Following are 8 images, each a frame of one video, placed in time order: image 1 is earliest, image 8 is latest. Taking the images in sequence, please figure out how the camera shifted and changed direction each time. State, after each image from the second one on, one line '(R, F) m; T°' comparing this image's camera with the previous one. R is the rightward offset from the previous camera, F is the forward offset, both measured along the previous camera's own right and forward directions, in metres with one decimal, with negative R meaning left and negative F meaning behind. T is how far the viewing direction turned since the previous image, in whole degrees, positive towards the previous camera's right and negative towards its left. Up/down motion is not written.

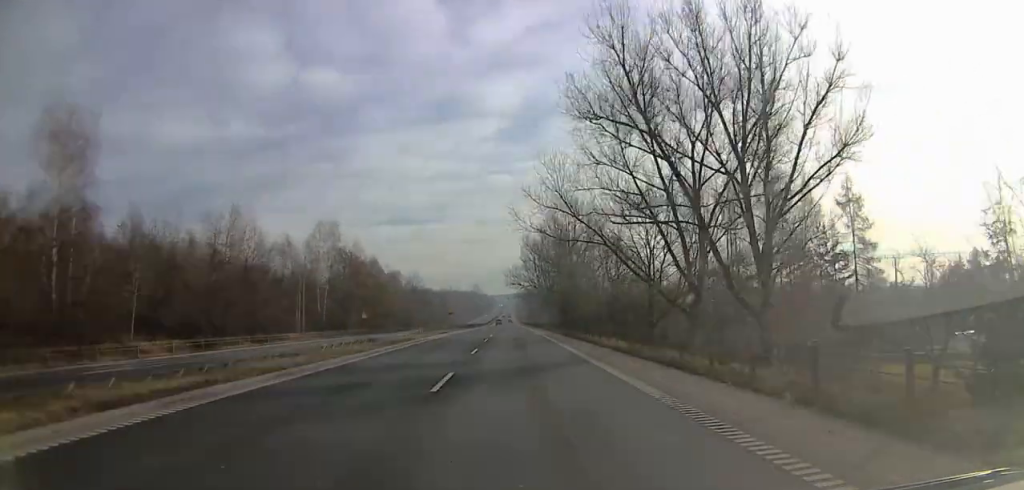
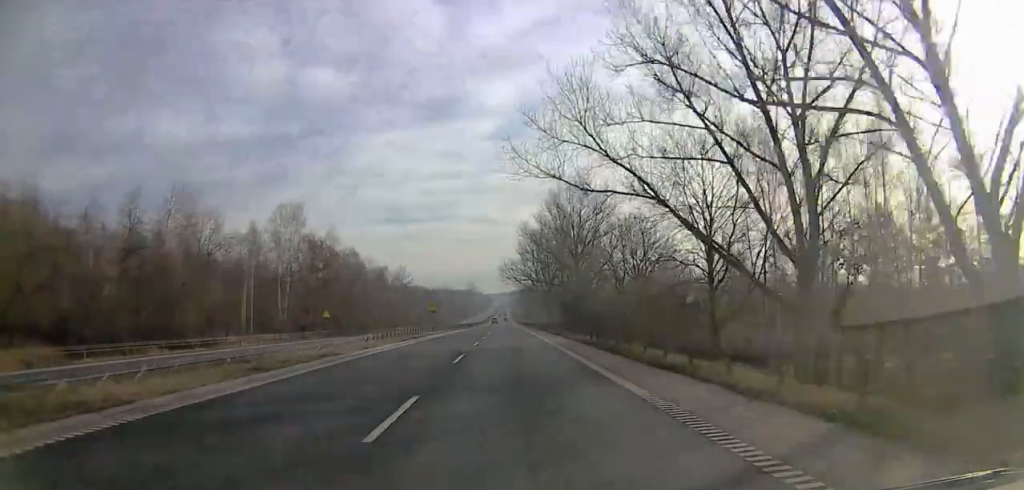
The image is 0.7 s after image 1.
(+0.2, +16.6) m; +1°
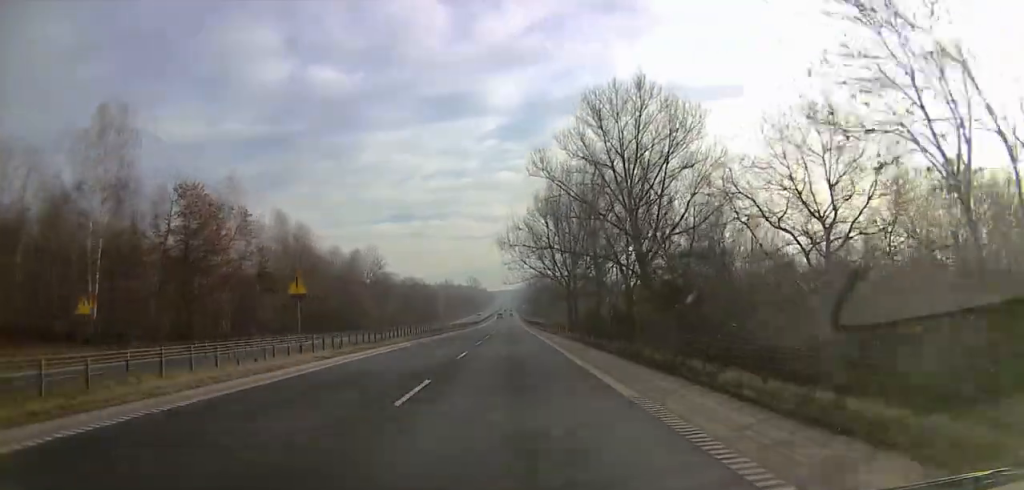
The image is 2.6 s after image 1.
(+0.5, +42.3) m; 0°
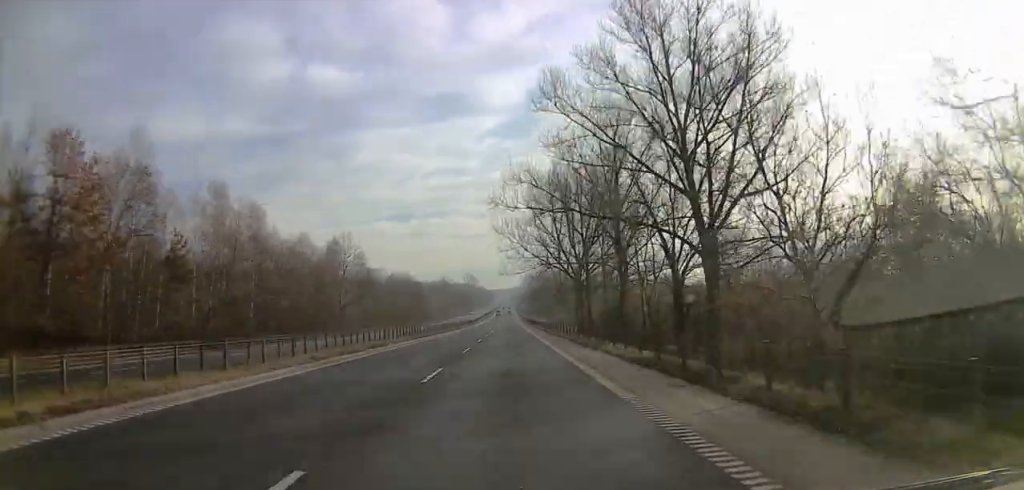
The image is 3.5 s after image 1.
(-0.1, +19.7) m; -1°
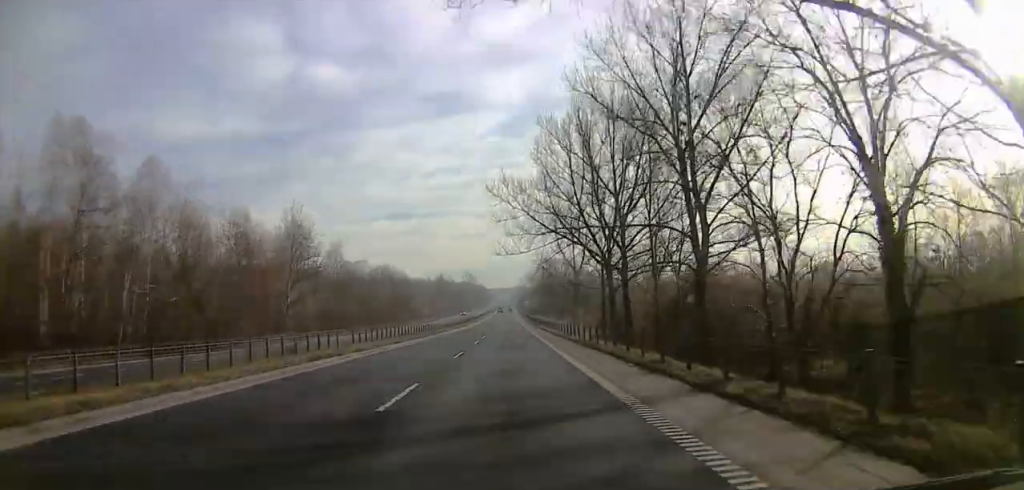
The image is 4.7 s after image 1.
(-0.6, +28.4) m; 0°
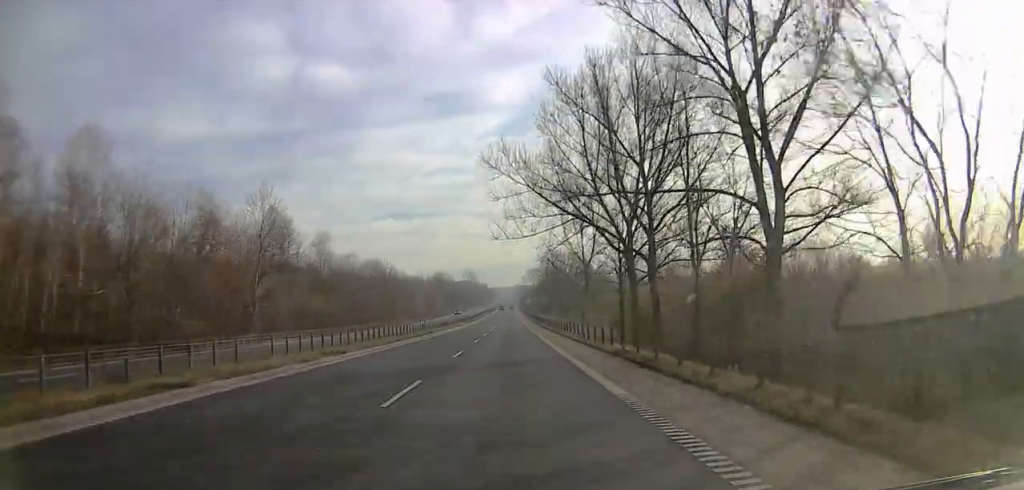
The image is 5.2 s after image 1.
(-0.4, +12.6) m; +1°
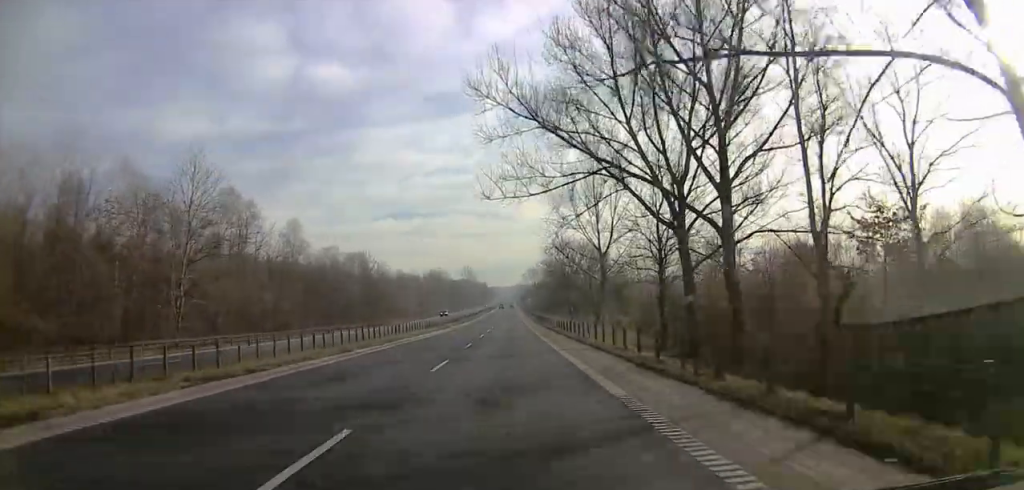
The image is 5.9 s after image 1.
(+1.0, +17.4) m; +2°
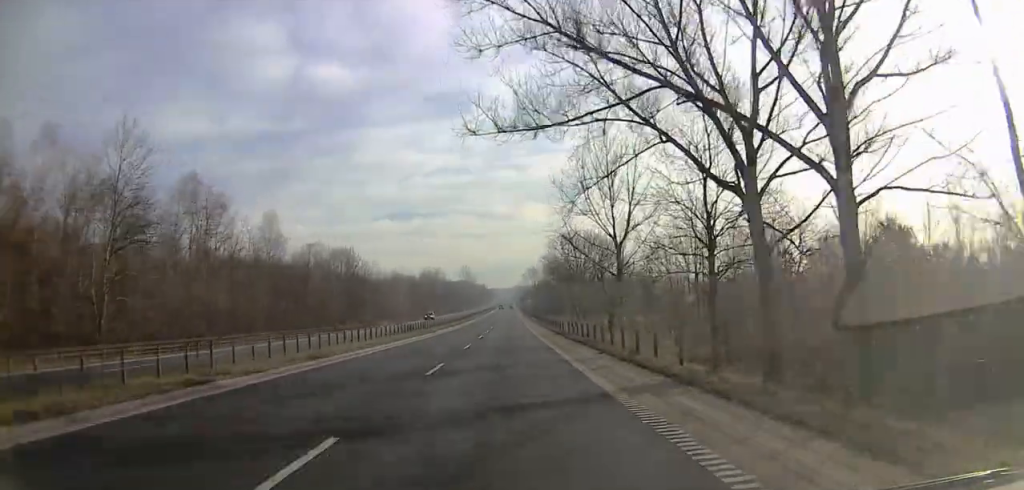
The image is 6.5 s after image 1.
(+0.2, +12.3) m; 0°
